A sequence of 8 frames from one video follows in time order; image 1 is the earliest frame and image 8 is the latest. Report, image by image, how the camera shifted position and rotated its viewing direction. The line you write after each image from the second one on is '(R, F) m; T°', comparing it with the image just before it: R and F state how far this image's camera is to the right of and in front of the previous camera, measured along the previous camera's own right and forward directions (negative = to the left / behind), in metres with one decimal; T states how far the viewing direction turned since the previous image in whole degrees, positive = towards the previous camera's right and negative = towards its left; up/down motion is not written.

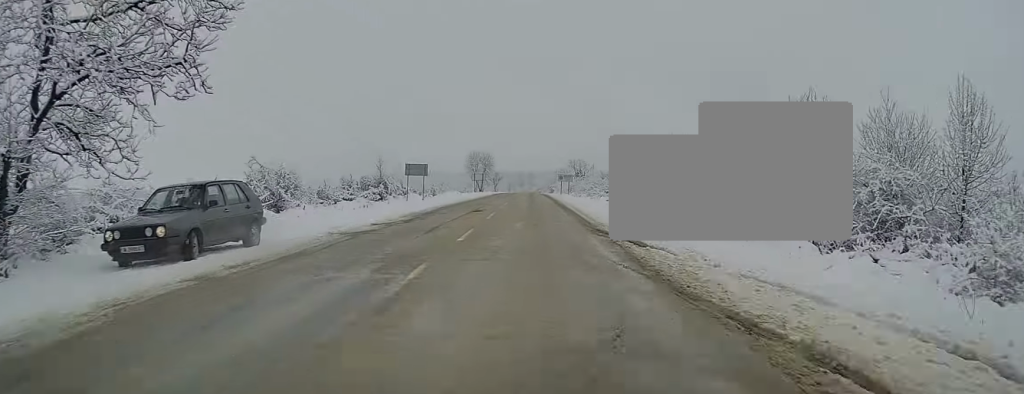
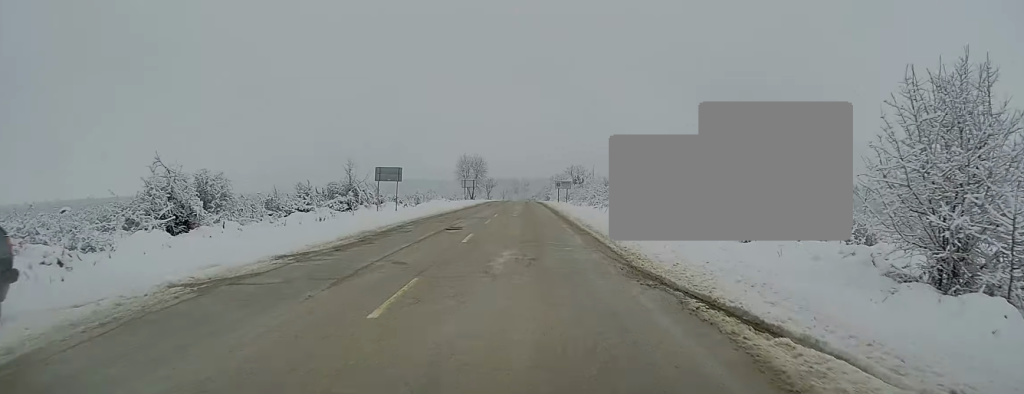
(-0.2, +7.8) m; 0°
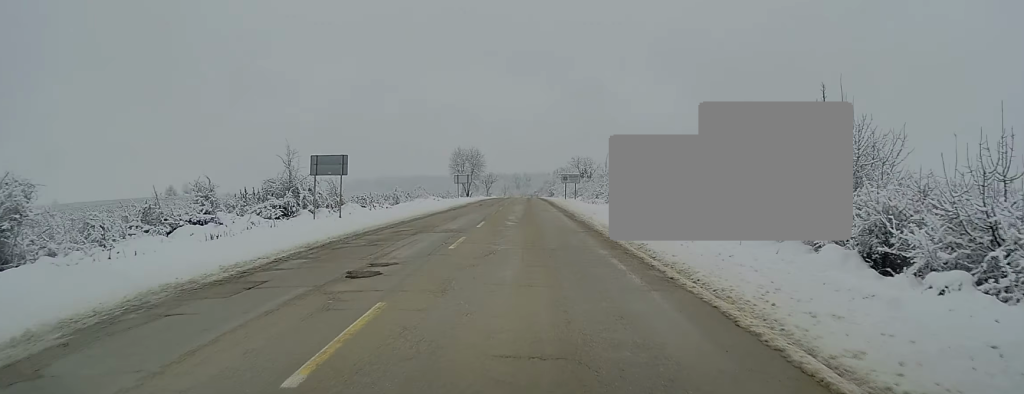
(+0.2, +11.9) m; 0°
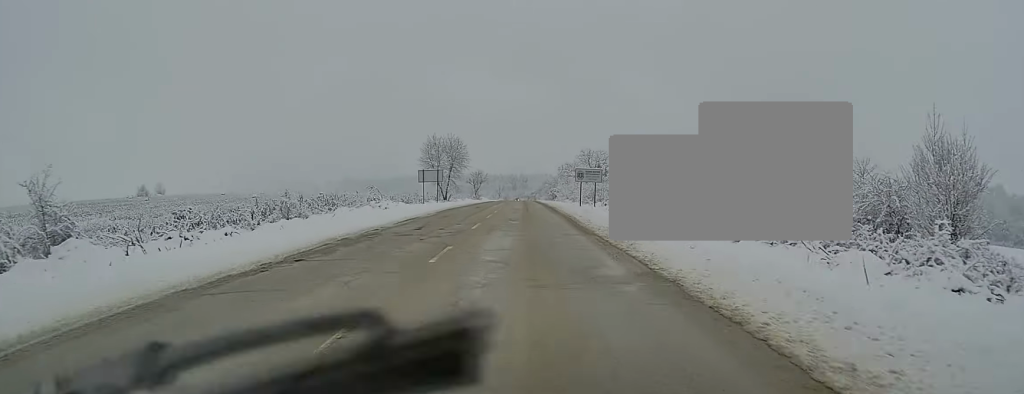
(-0.1, +25.4) m; +1°
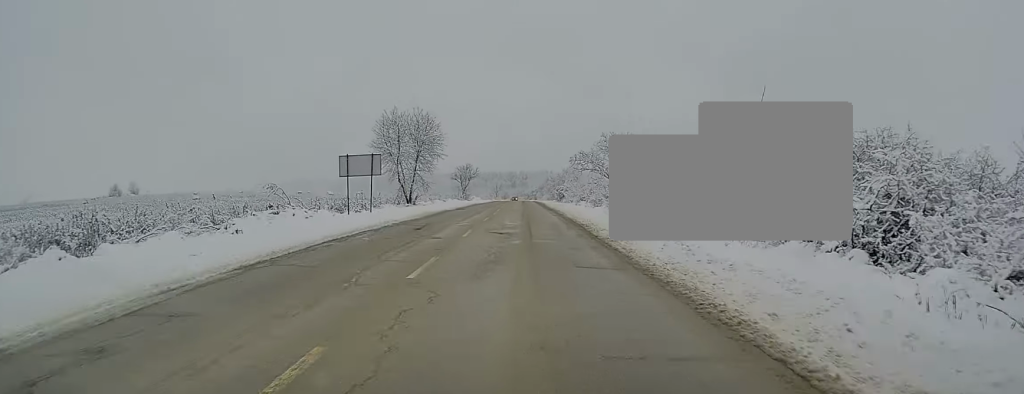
(+0.4, +24.9) m; 0°
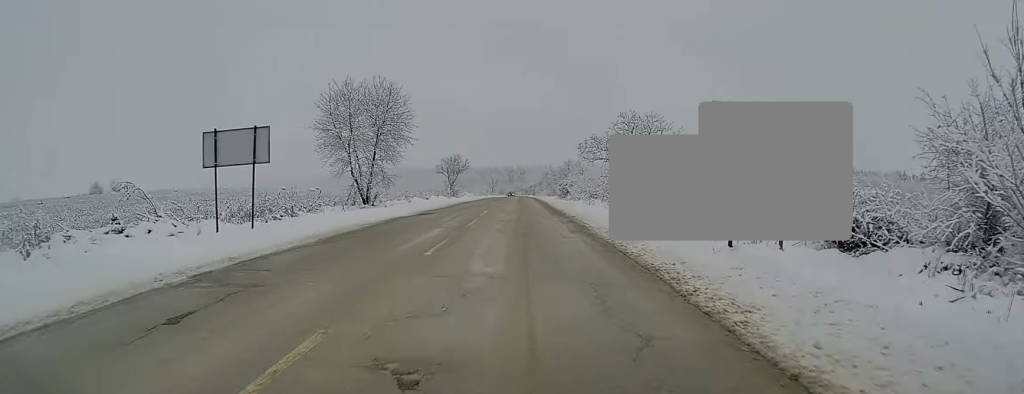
(-0.1, +14.4) m; -1°
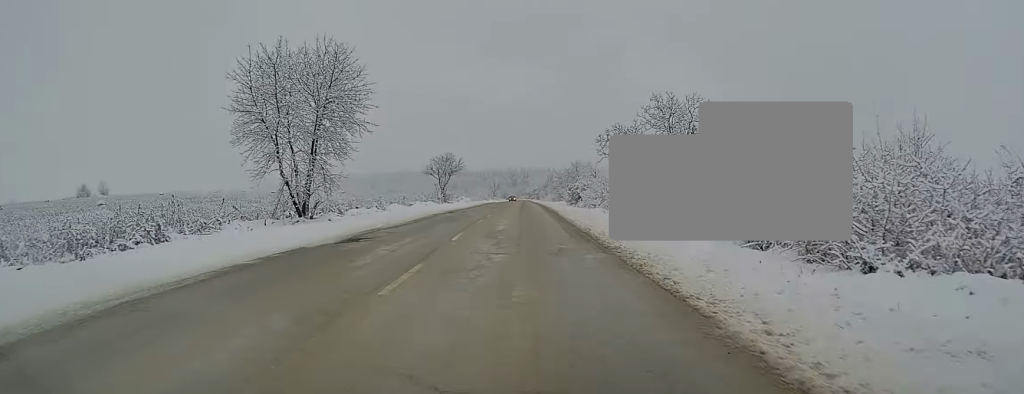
(-0.1, +12.6) m; 0°
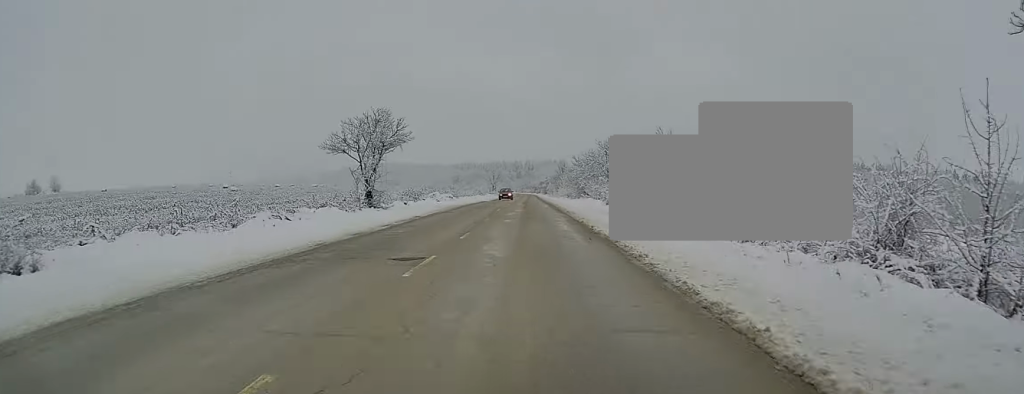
(+0.2, +38.2) m; +1°
